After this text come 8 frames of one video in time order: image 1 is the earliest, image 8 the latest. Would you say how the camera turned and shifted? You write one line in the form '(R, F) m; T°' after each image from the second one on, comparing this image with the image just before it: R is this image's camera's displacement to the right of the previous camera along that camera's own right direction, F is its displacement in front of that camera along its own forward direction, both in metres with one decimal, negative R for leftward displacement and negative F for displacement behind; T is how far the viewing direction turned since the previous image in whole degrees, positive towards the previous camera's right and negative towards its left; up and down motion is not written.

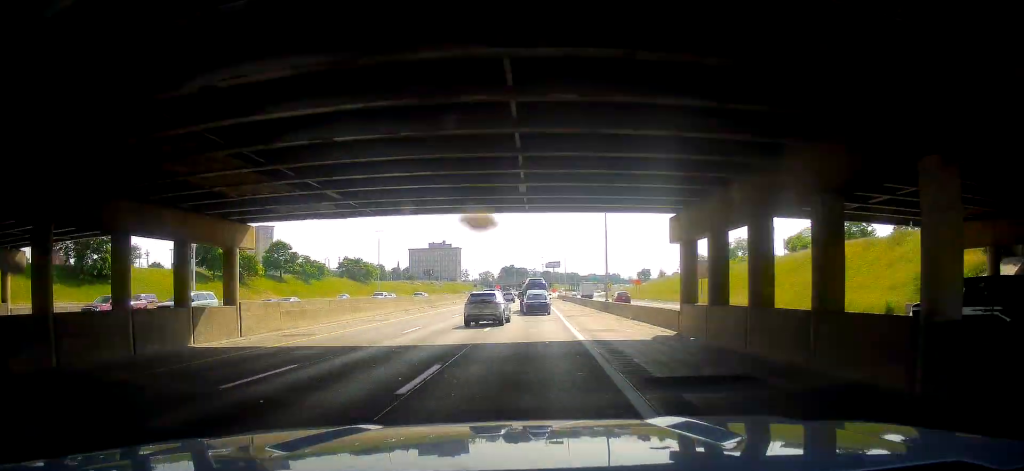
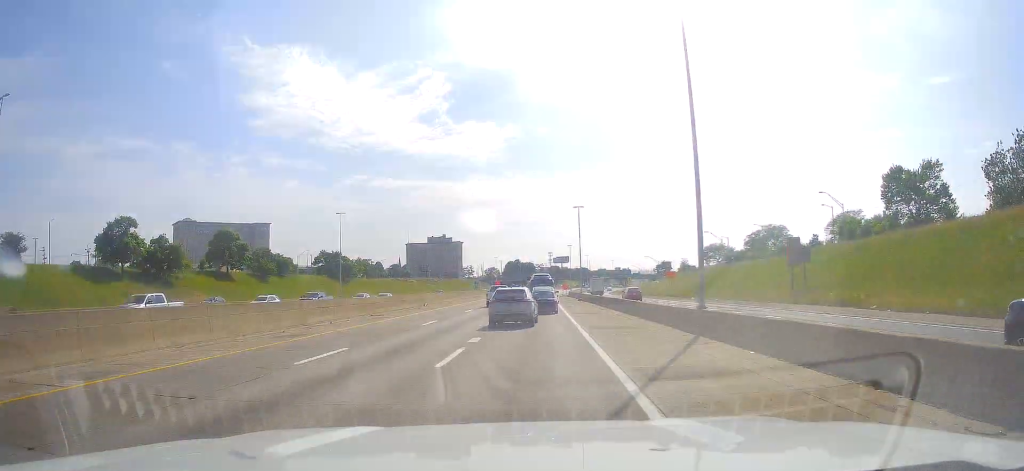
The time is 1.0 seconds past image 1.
(+0.9, +27.9) m; -1°
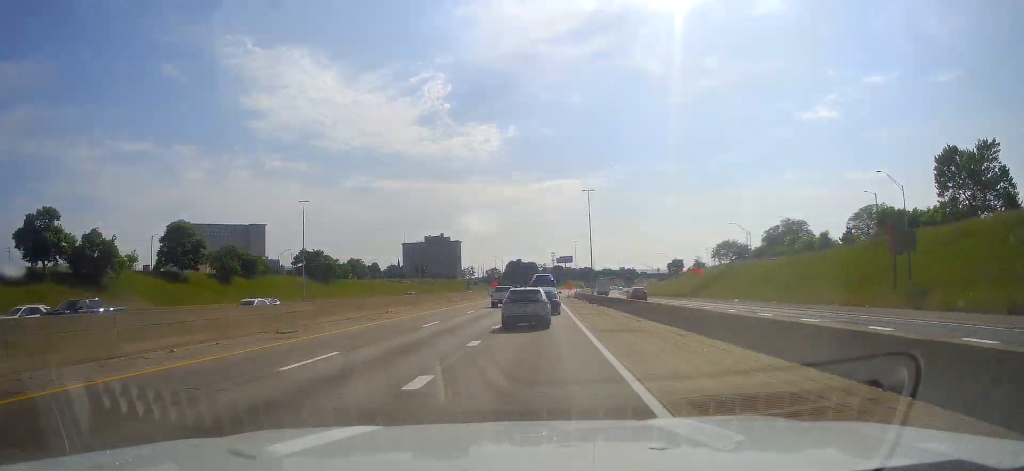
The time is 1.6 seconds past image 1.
(-0.7, +16.8) m; -1°
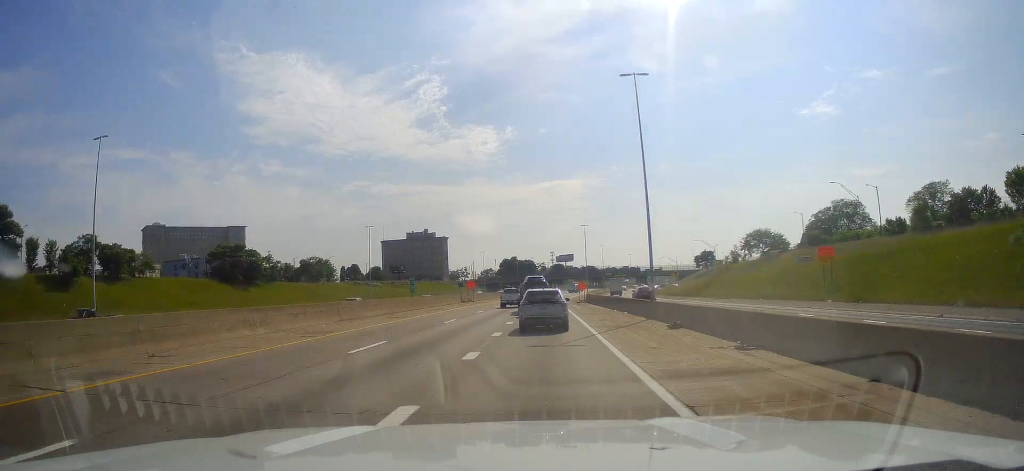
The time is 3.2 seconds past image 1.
(-0.5, +43.2) m; 0°
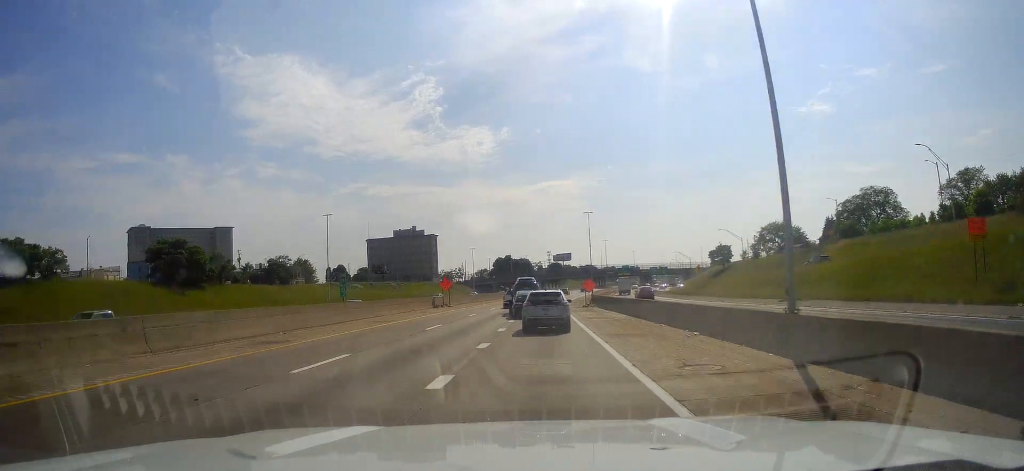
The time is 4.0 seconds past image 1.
(+0.4, +19.8) m; -1°
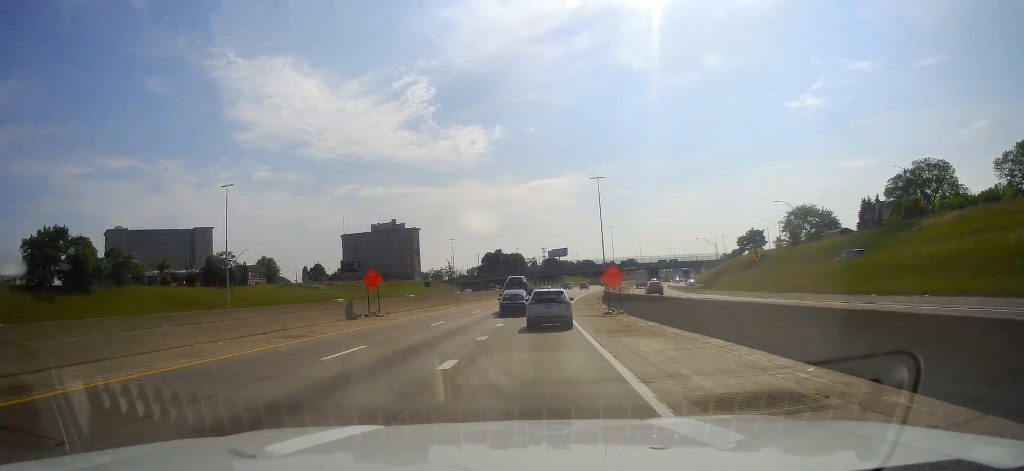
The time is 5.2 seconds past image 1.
(-0.7, +27.9) m; 0°
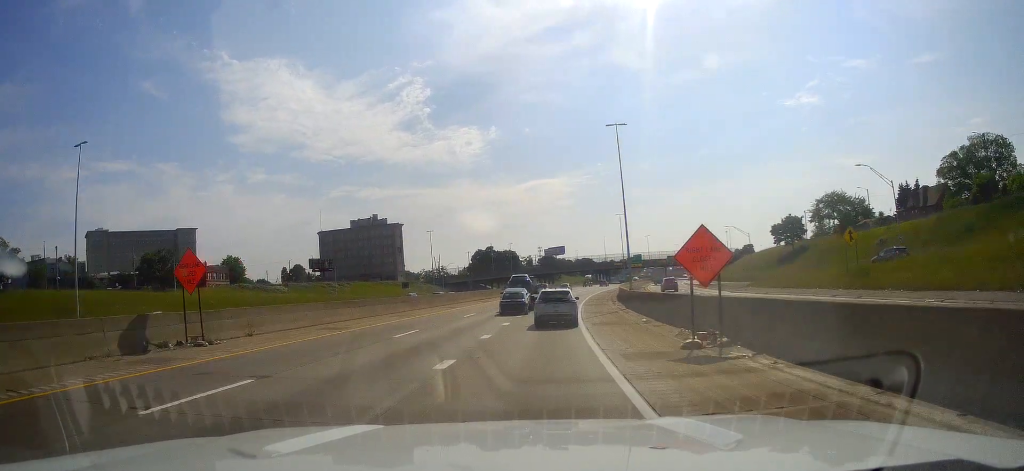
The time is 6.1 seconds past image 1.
(+0.5, +22.4) m; +1°
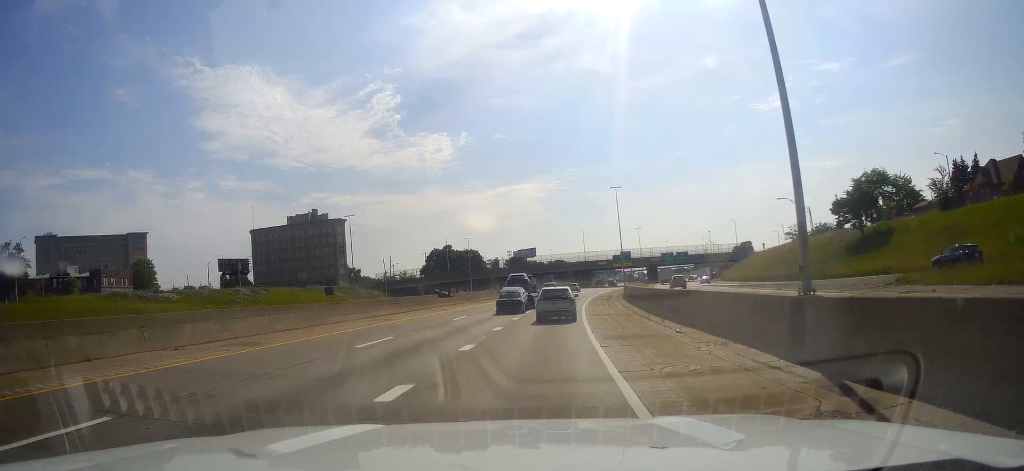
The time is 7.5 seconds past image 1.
(0.0, +34.0) m; +2°
